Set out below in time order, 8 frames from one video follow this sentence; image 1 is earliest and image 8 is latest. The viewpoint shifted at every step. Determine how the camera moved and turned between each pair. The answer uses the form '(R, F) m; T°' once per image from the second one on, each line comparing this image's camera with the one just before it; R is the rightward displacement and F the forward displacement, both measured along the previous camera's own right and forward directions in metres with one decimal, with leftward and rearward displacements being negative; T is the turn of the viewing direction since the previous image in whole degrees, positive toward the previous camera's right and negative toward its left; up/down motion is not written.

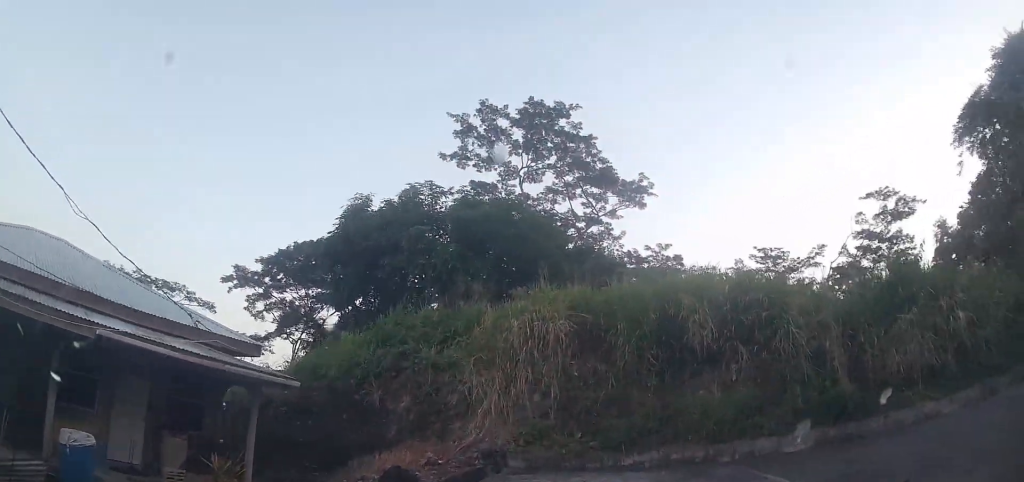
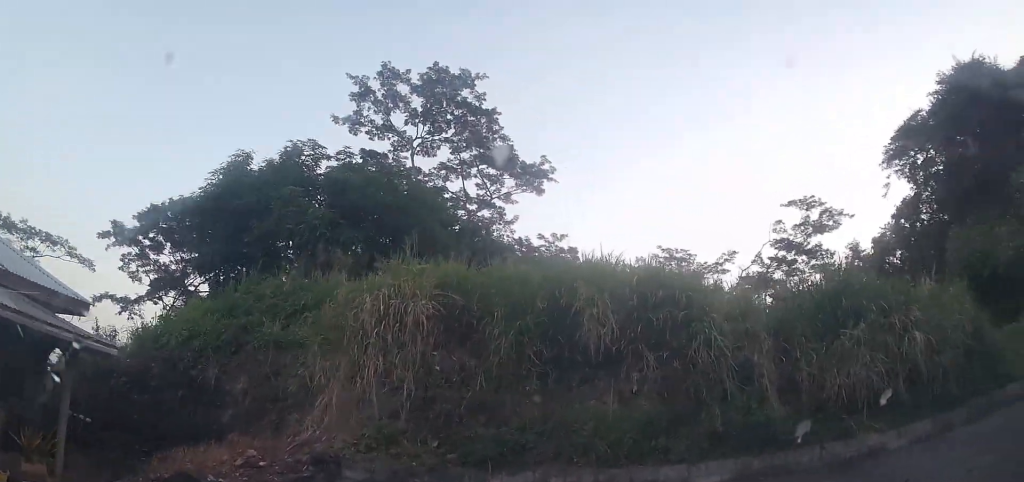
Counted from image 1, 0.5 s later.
(-0.1, +2.3) m; +10°
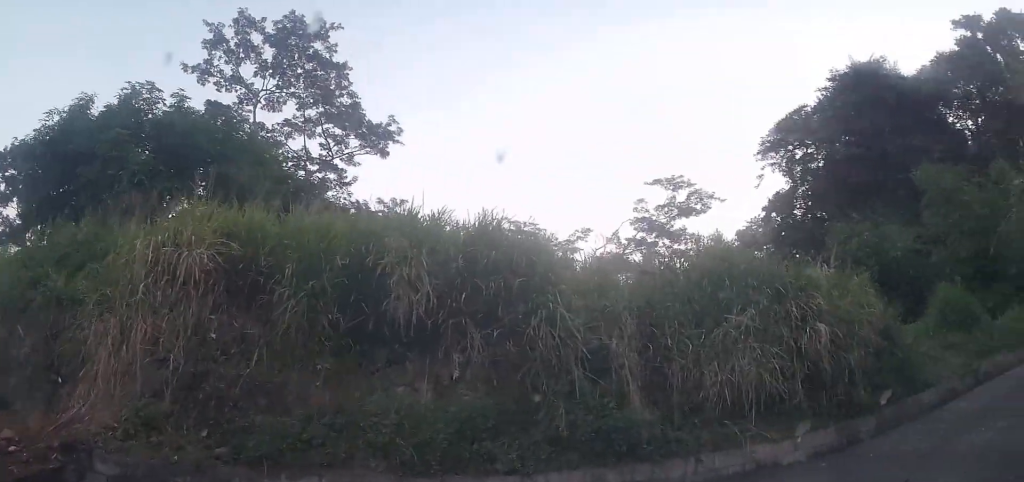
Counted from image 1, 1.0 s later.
(+0.4, +1.6) m; +12°
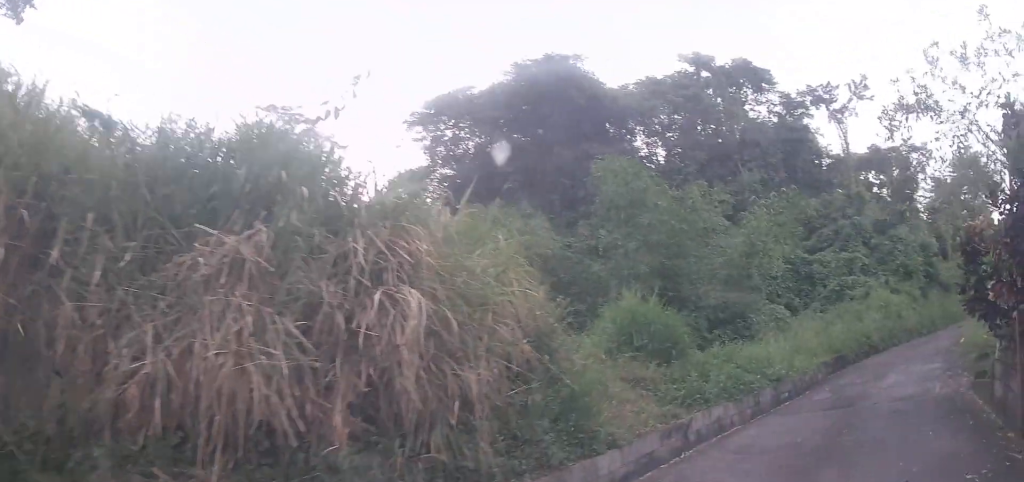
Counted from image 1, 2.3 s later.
(+0.9, +3.5) m; +24°
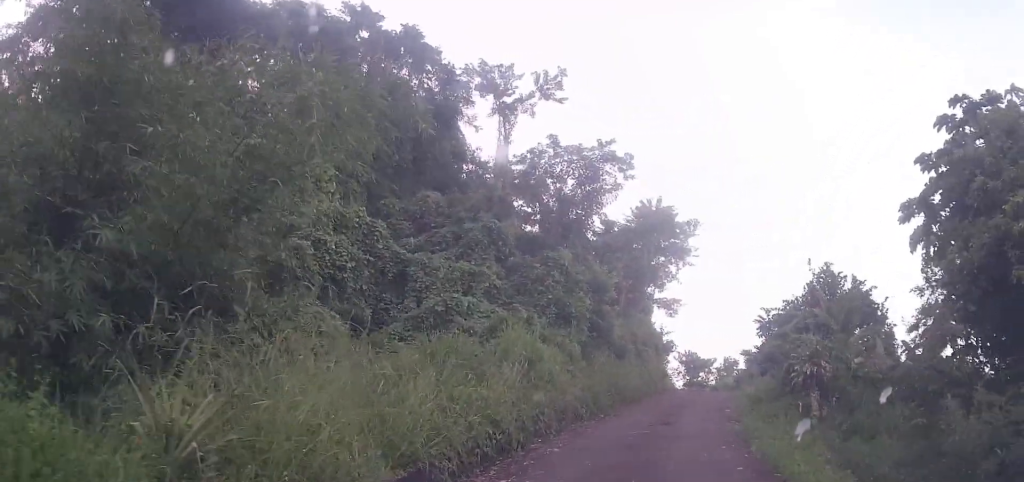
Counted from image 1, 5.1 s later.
(+5.1, +8.3) m; +50°
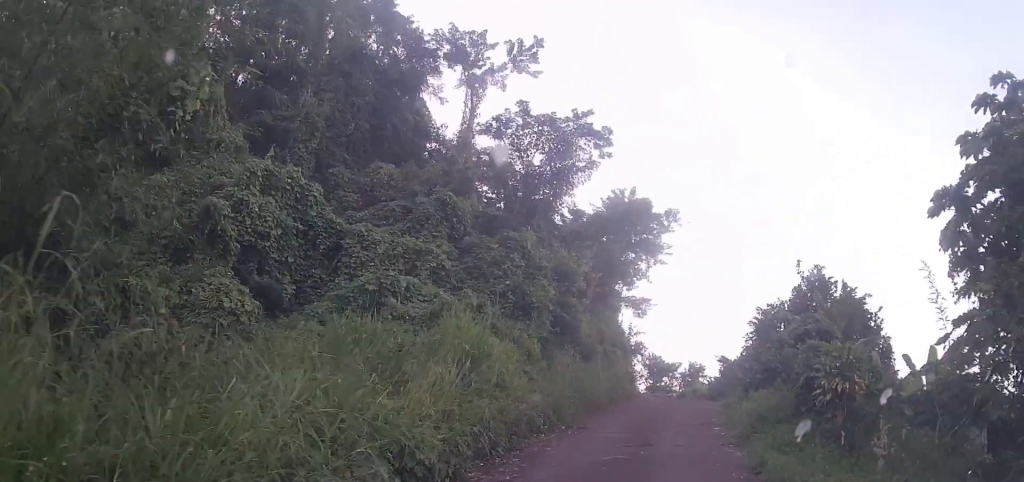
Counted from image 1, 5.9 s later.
(+0.1, +2.8) m; +11°
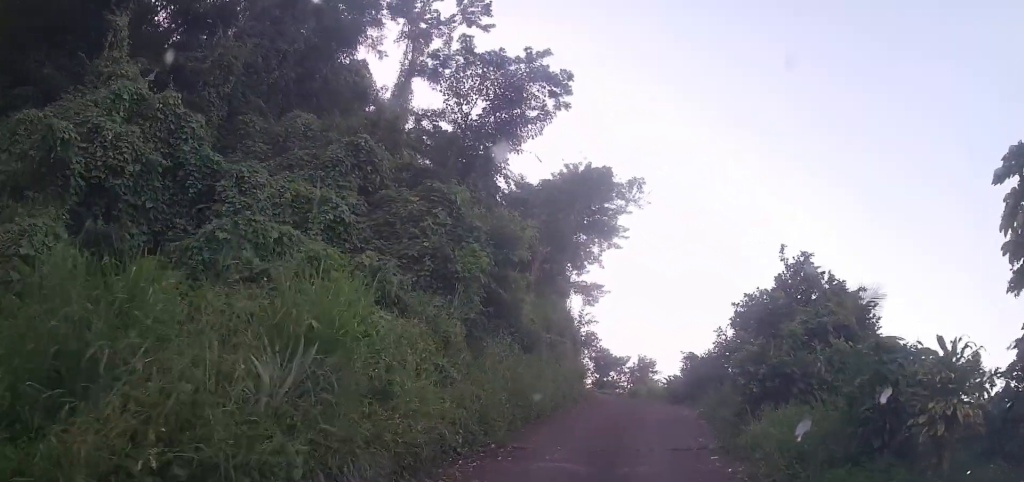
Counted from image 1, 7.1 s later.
(+0.7, +2.8) m; +6°
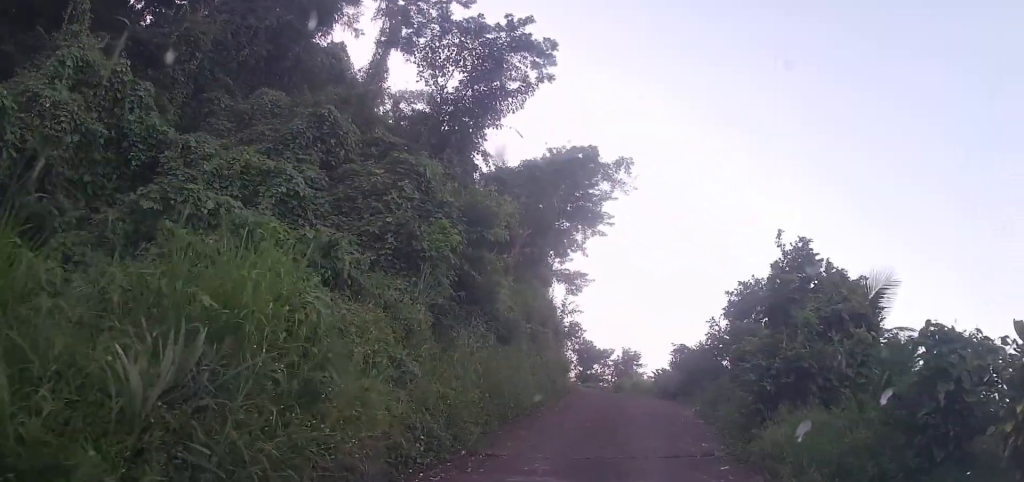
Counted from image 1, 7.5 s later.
(0.0, +0.9) m; -6°
